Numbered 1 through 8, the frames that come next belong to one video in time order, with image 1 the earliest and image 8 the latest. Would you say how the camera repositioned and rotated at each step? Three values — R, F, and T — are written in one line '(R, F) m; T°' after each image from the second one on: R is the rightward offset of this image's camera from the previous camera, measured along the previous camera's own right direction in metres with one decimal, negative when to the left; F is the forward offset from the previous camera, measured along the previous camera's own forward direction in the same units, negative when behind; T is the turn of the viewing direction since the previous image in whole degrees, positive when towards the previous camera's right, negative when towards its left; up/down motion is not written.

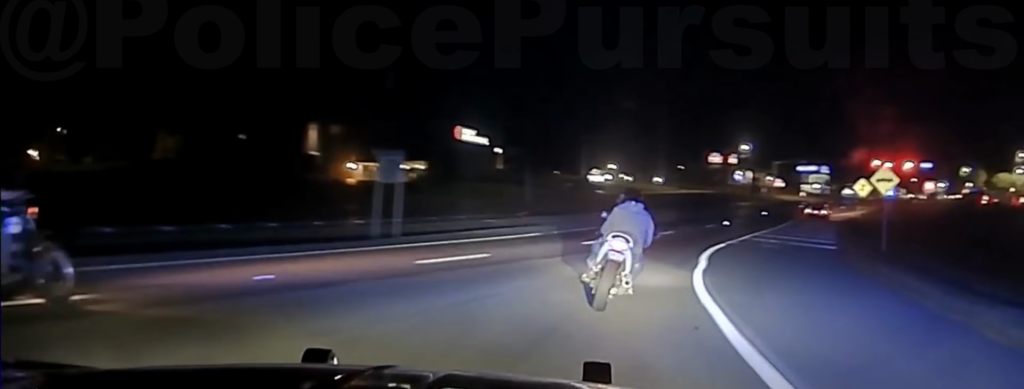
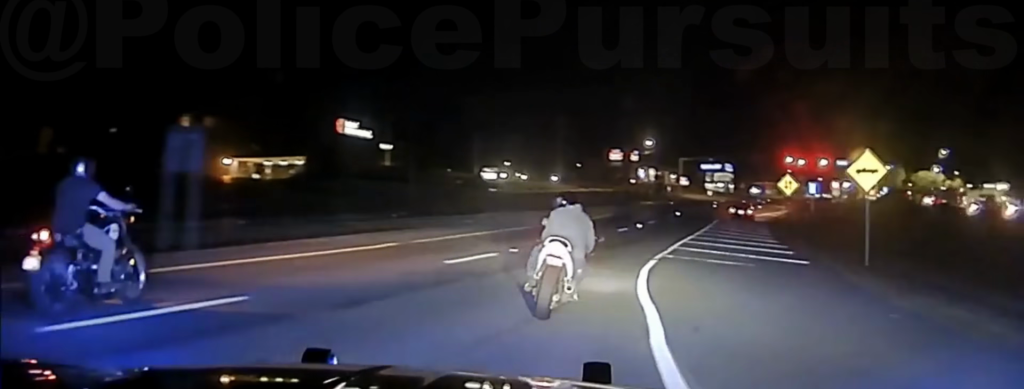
(+0.7, +8.9) m; +4°
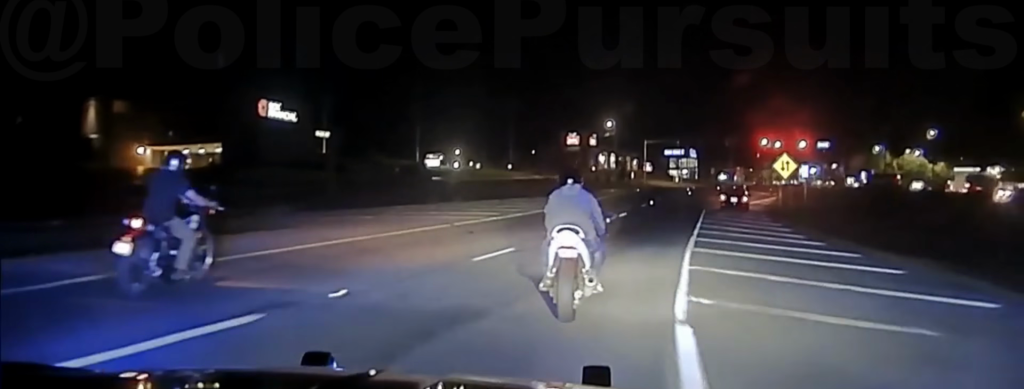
(+0.6, +13.1) m; +5°
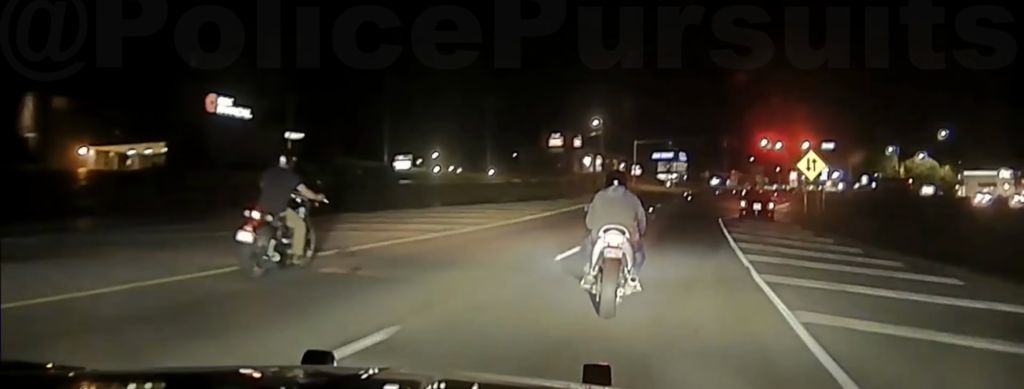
(+0.1, +12.1) m; +3°
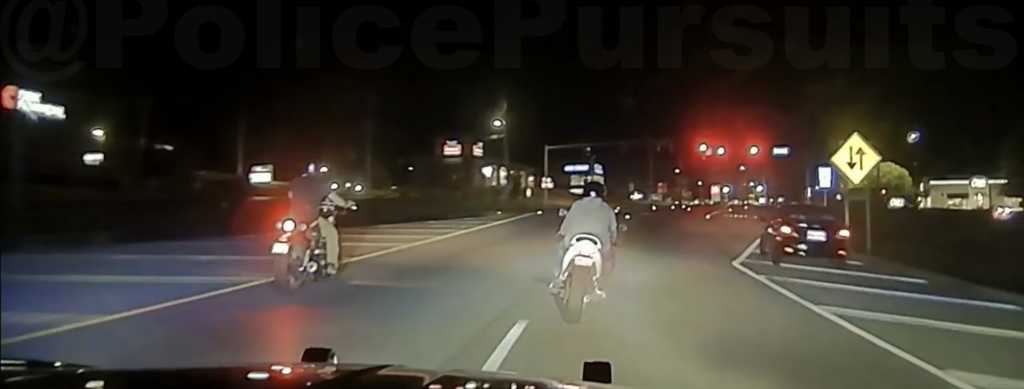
(+1.5, +25.8) m; +6°
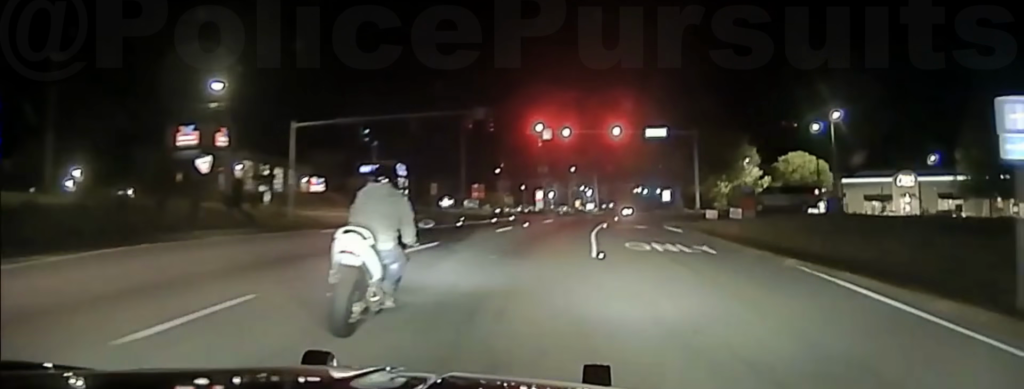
(+2.7, +35.1) m; +8°
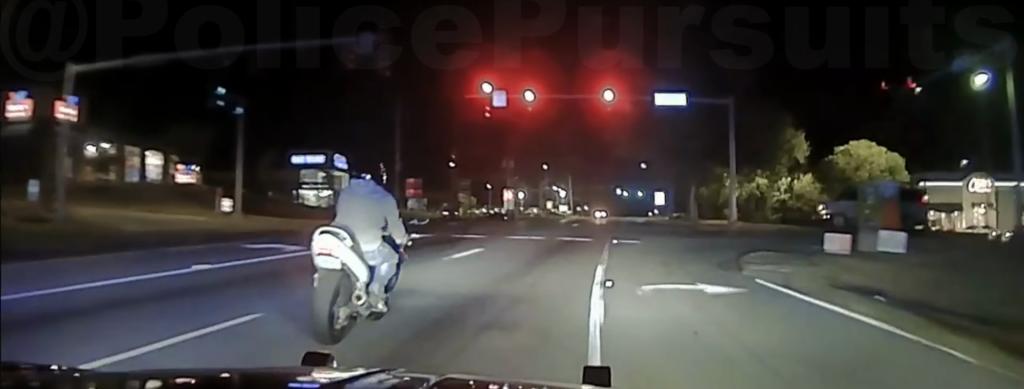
(+0.8, +23.2) m; +4°
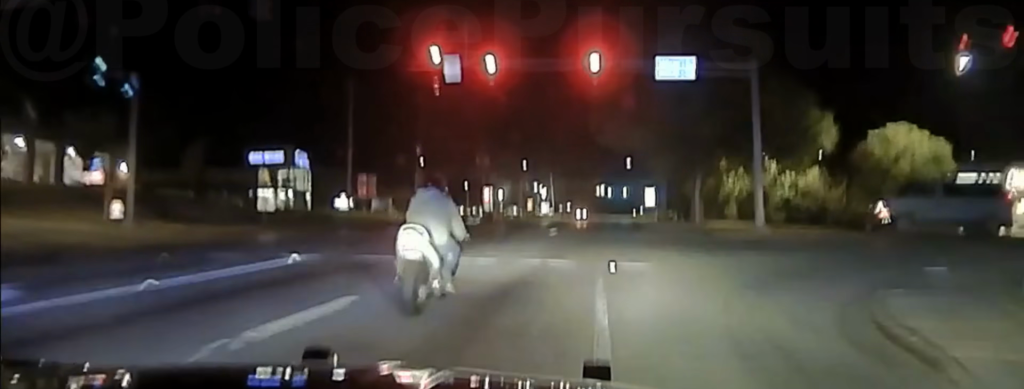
(+0.2, +10.8) m; +1°
